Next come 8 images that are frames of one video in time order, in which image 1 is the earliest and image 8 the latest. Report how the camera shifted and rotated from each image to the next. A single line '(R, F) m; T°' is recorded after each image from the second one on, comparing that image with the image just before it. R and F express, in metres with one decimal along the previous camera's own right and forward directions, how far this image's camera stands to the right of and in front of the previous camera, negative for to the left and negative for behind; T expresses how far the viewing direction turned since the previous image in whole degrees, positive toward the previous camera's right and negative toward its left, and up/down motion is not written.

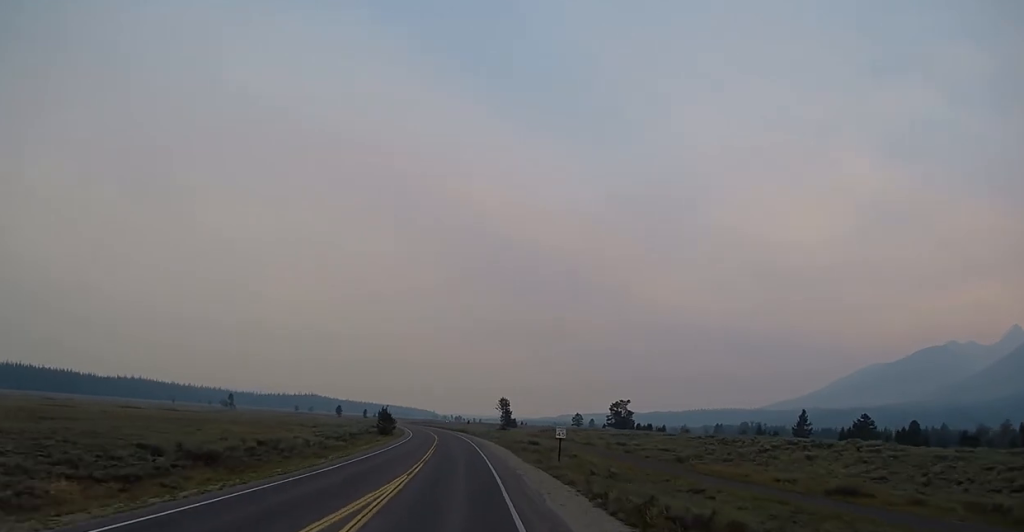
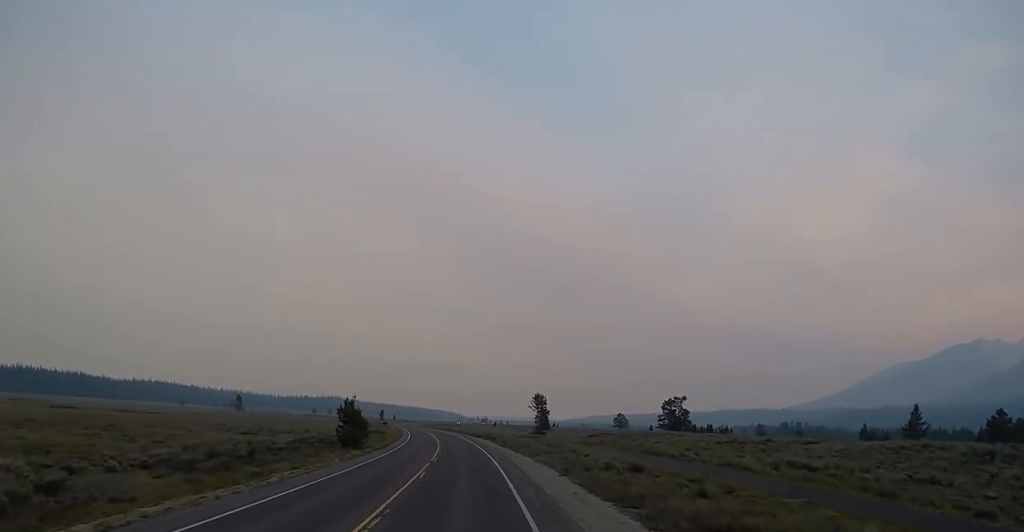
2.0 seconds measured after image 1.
(-0.7, +40.4) m; -2°
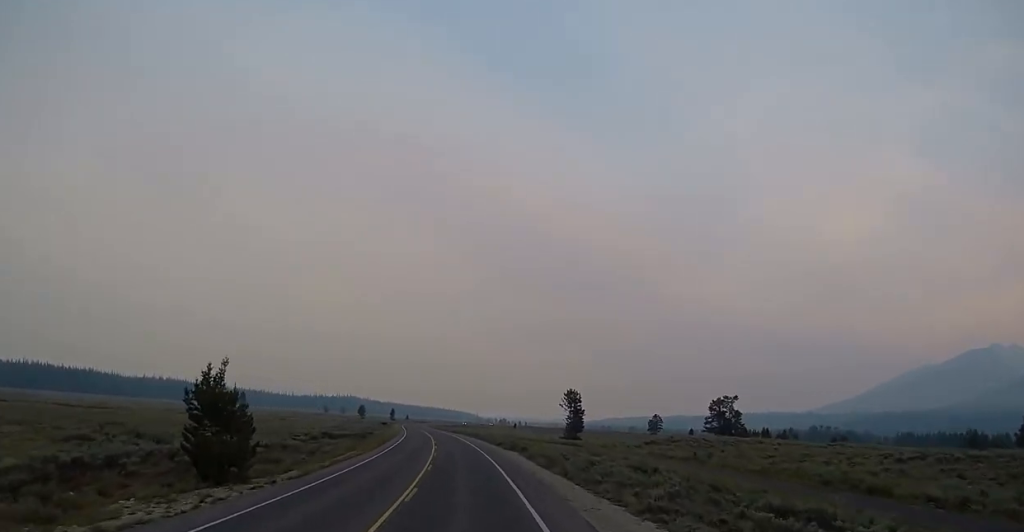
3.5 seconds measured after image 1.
(-0.2, +29.9) m; -1°
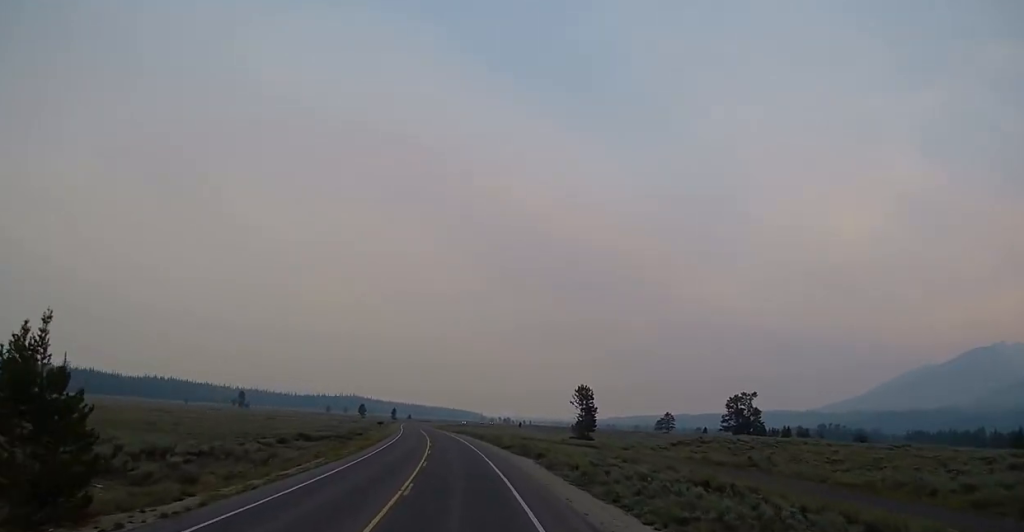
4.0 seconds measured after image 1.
(0.0, +10.9) m; -1°
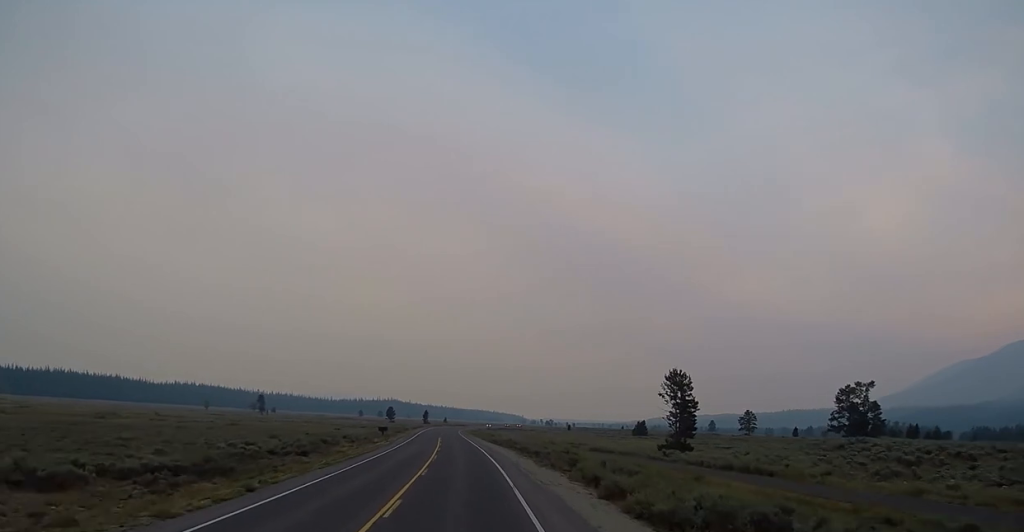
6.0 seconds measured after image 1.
(-1.2, +41.8) m; -4°
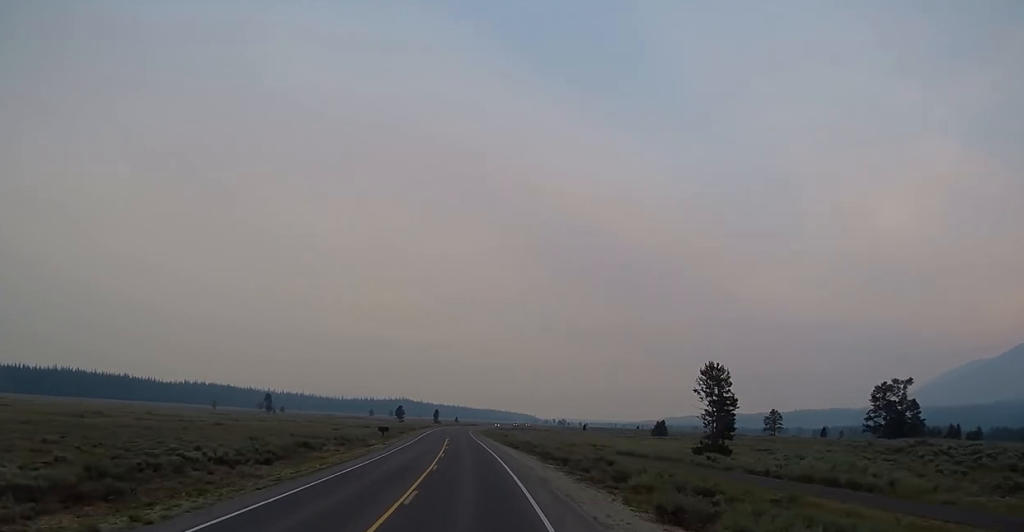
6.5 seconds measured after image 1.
(-0.2, +10.0) m; -1°
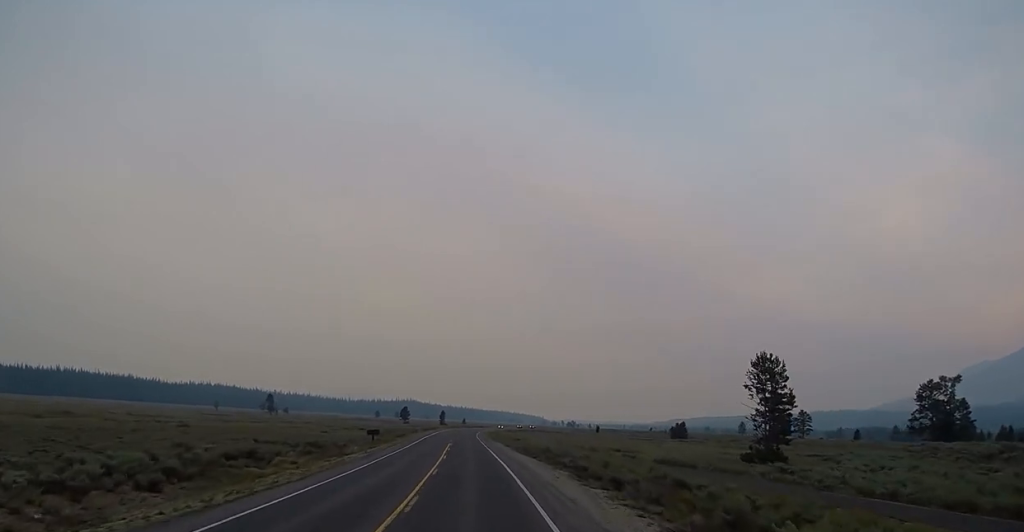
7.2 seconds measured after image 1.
(-0.1, +13.2) m; -1°
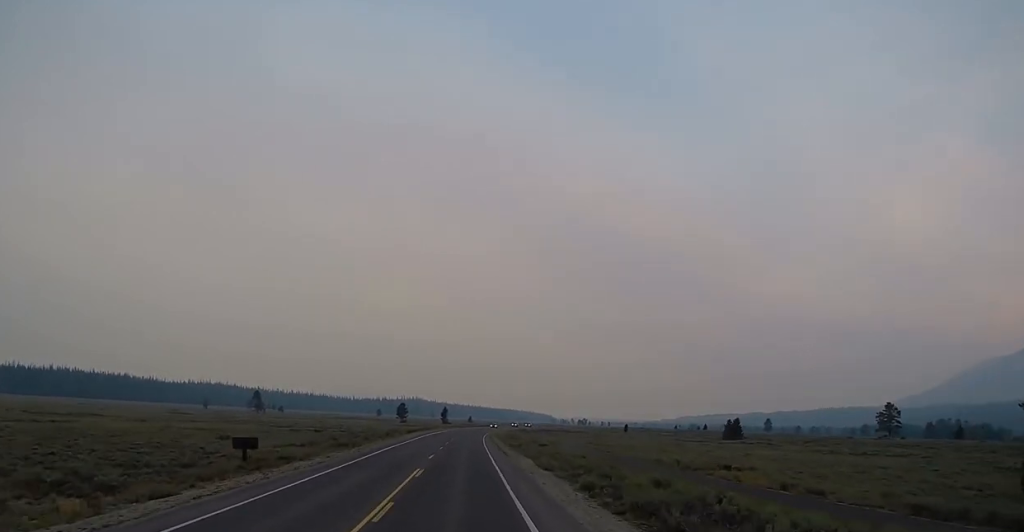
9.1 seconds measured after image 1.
(-0.4, +38.3) m; -1°
